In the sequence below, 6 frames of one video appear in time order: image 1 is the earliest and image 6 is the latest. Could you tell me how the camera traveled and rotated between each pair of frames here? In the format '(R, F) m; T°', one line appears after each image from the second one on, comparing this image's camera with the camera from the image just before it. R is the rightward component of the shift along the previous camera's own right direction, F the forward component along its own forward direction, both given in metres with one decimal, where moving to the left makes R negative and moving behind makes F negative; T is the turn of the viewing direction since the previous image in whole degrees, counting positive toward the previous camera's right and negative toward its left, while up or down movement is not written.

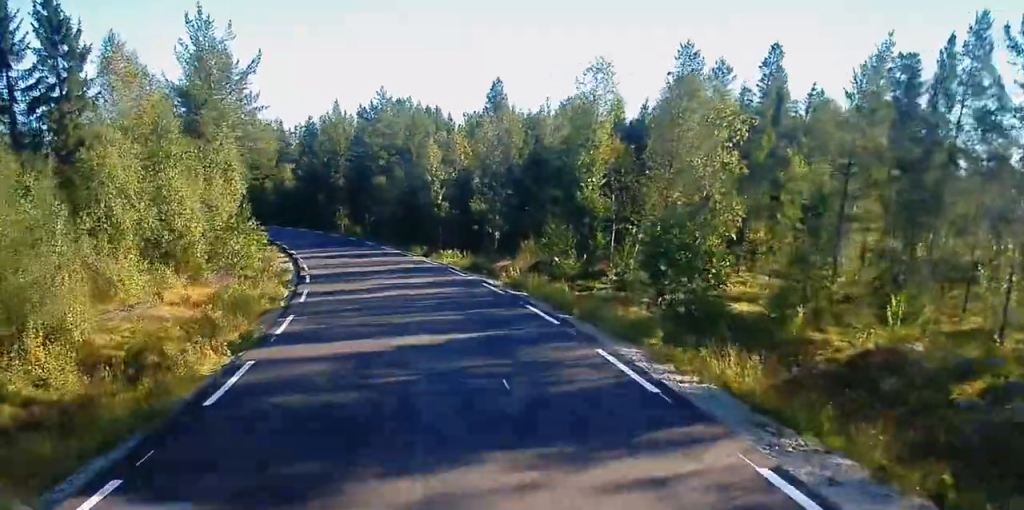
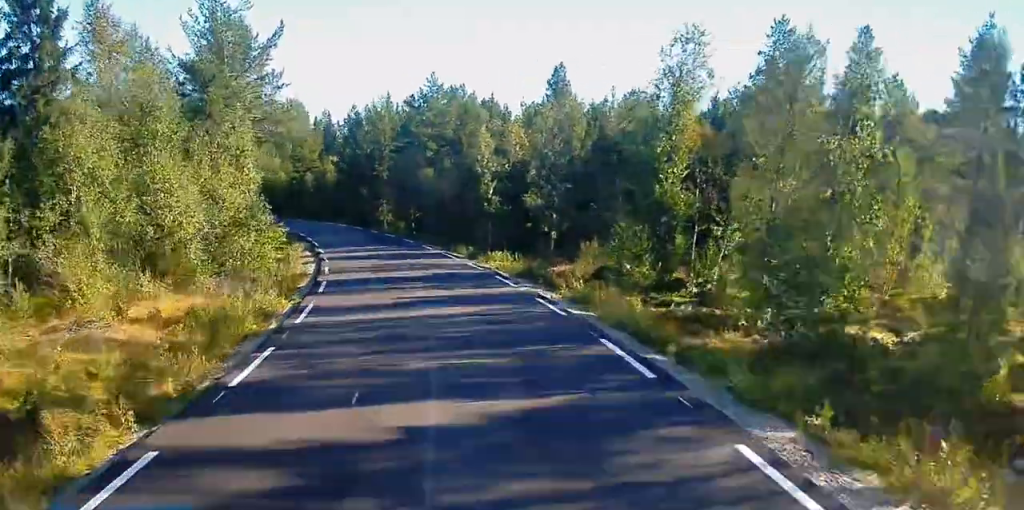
(-0.2, +5.5) m; -4°
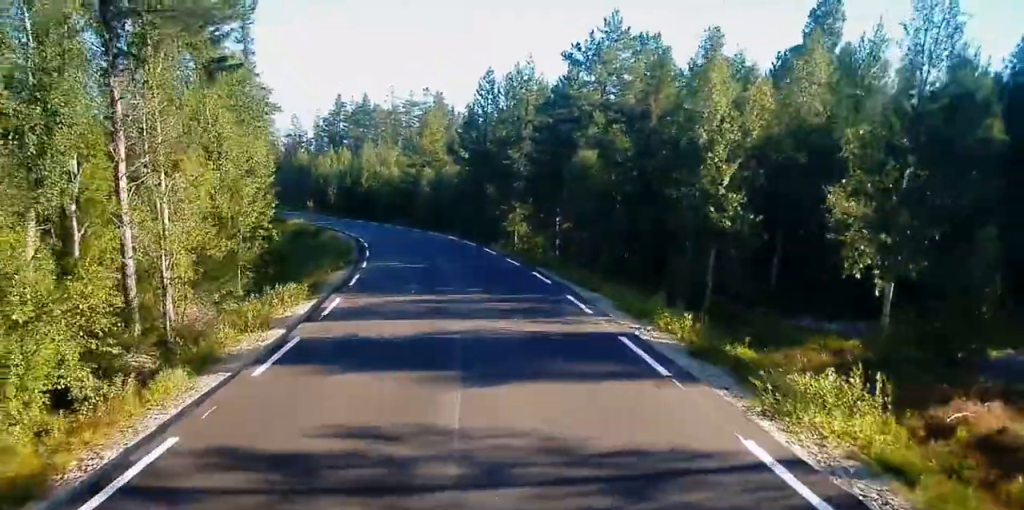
(-2.5, +23.9) m; -11°
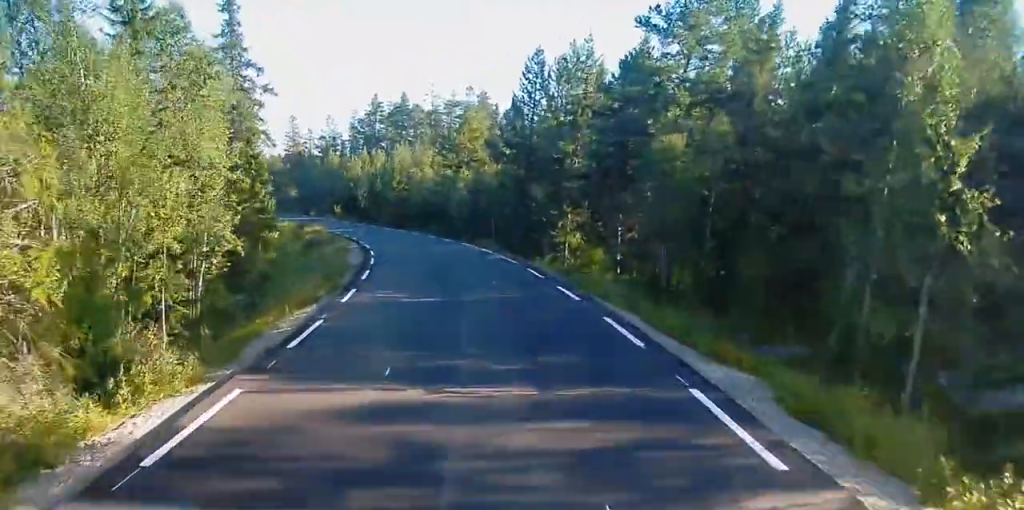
(0.0, +9.8) m; -2°
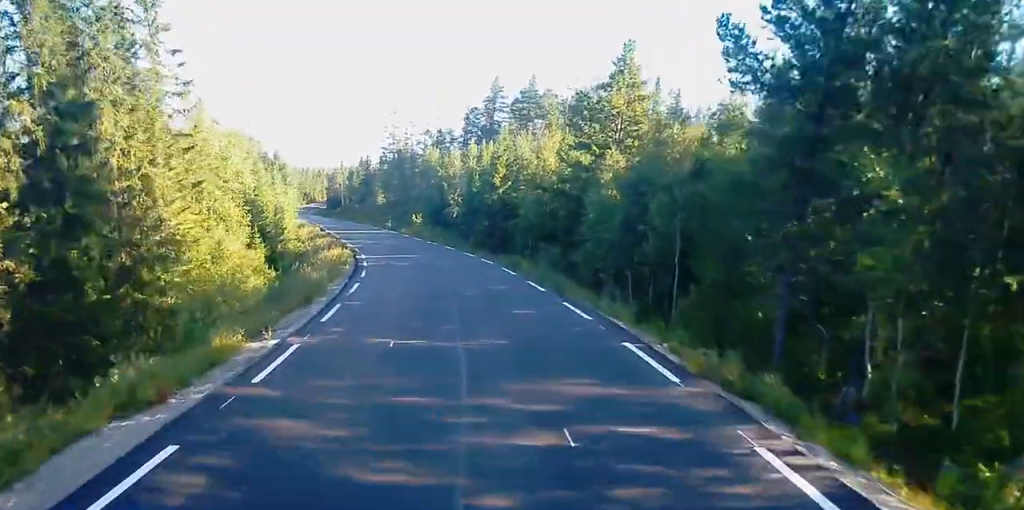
(-1.8, +32.3) m; -9°
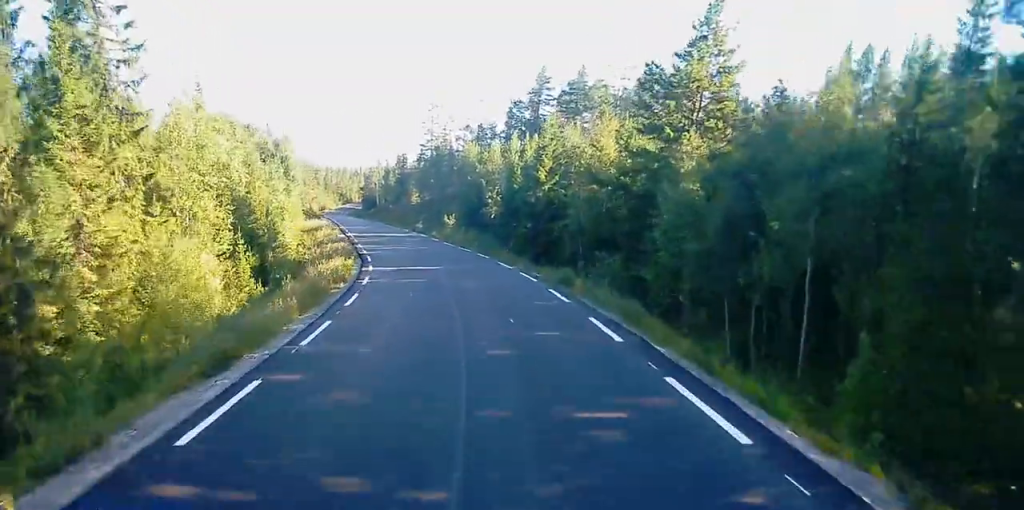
(-0.3, +8.9) m; -4°
